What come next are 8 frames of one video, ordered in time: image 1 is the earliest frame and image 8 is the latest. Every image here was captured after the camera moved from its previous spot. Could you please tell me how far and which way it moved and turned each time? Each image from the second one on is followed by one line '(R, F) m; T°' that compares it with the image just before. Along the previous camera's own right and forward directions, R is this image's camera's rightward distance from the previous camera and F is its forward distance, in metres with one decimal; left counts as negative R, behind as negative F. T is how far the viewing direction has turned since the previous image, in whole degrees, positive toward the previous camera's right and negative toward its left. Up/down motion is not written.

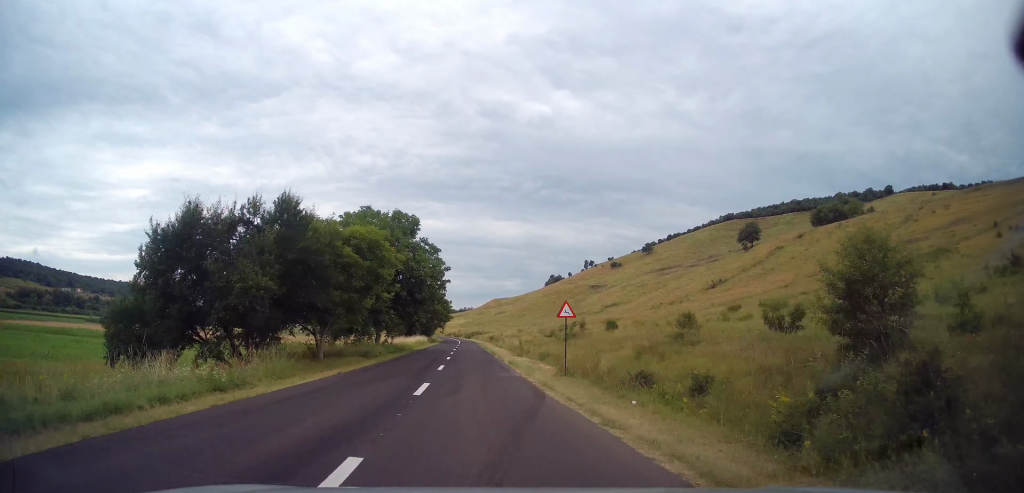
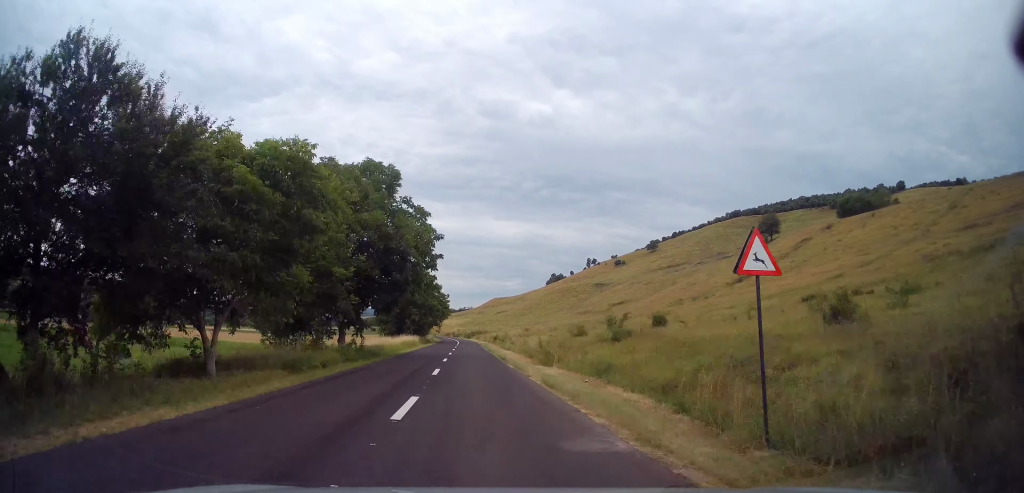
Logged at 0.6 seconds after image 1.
(+0.2, +12.6) m; 0°
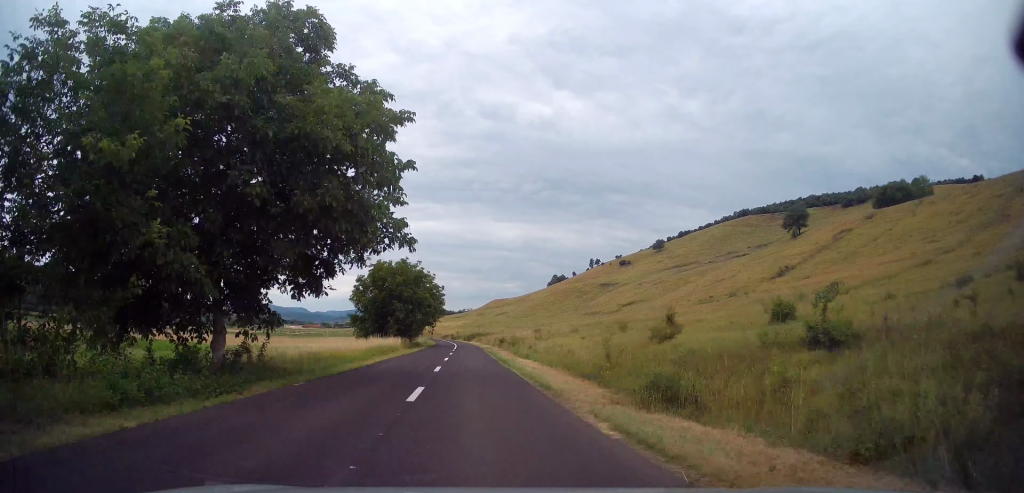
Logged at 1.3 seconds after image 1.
(0.0, +15.6) m; -1°
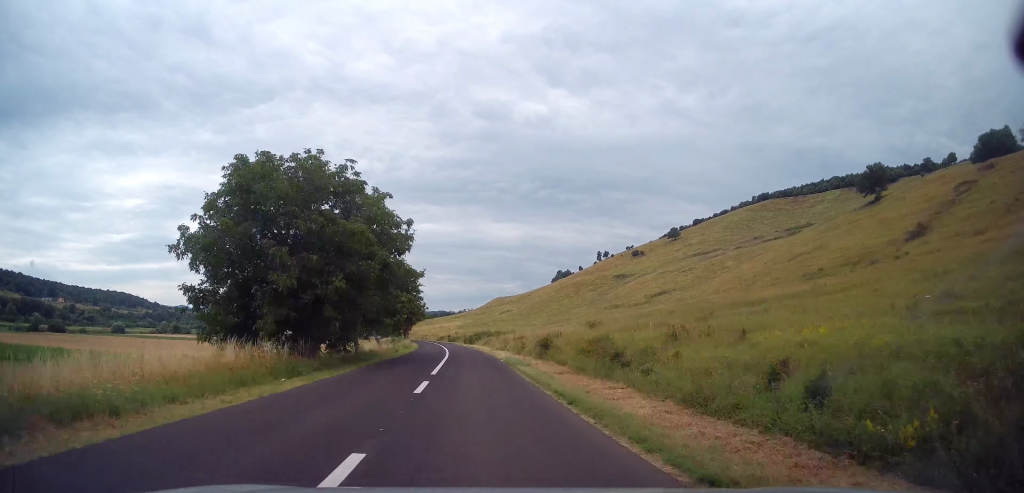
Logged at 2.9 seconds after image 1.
(-0.3, +34.4) m; 0°
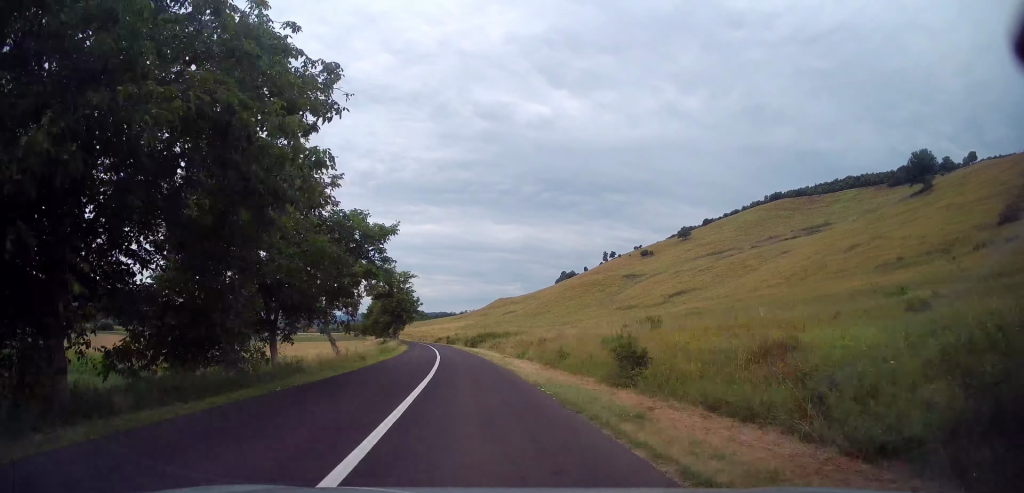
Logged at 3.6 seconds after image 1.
(-0.1, +15.1) m; 0°
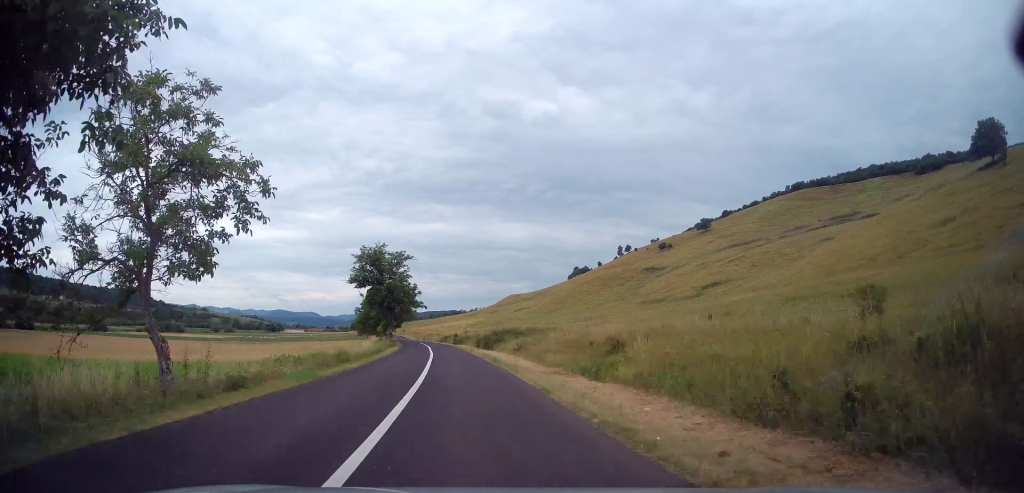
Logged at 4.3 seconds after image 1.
(-0.1, +17.7) m; -1°
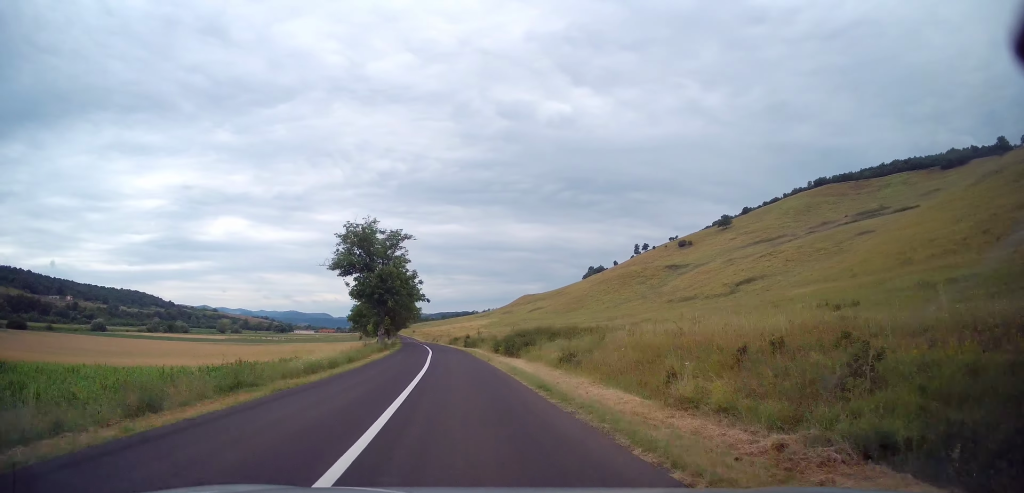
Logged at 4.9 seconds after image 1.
(+0.1, +13.4) m; -1°
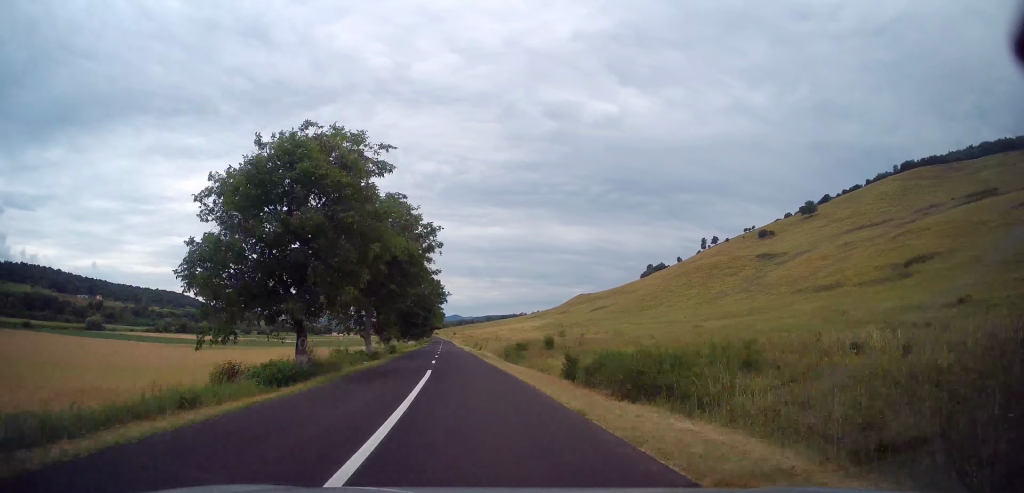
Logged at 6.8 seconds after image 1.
(-2.2, +45.7) m; -5°
